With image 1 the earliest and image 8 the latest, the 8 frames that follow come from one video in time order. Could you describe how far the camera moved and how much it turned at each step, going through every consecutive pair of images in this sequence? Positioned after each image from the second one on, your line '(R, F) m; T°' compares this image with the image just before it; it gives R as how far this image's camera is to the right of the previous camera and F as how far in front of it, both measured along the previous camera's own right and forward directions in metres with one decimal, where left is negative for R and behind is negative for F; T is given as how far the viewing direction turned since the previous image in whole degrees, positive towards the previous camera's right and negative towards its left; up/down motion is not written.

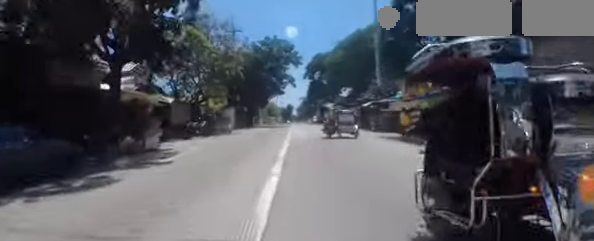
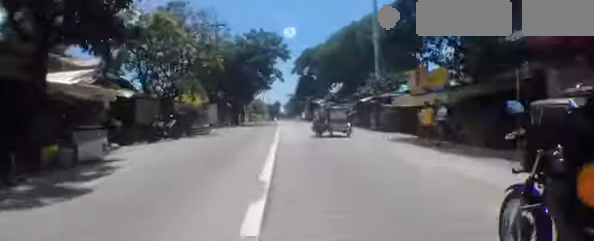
(0.0, +3.7) m; +1°
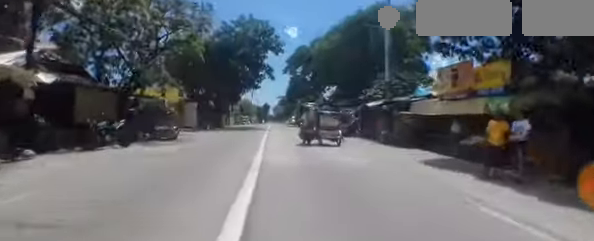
(0.0, +4.0) m; +1°
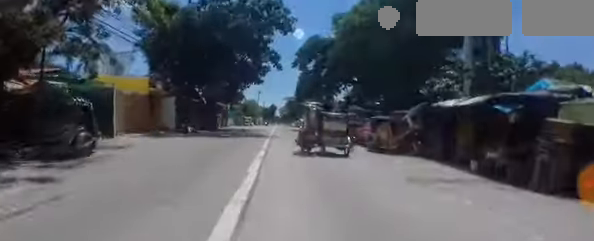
(+0.2, +8.1) m; +1°
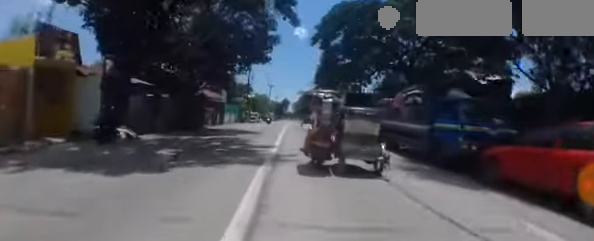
(0.0, +11.0) m; 0°
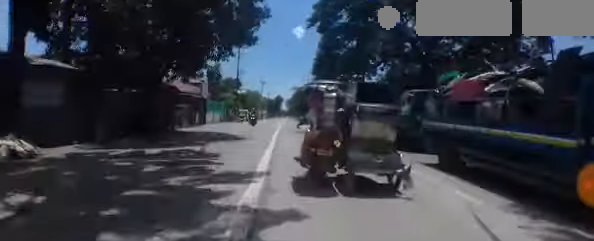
(0.0, +5.0) m; 0°
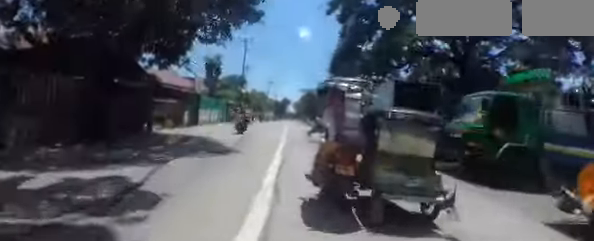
(0.0, +5.1) m; 0°
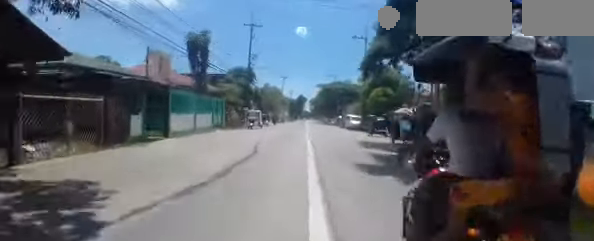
(0.0, +9.7) m; +1°
